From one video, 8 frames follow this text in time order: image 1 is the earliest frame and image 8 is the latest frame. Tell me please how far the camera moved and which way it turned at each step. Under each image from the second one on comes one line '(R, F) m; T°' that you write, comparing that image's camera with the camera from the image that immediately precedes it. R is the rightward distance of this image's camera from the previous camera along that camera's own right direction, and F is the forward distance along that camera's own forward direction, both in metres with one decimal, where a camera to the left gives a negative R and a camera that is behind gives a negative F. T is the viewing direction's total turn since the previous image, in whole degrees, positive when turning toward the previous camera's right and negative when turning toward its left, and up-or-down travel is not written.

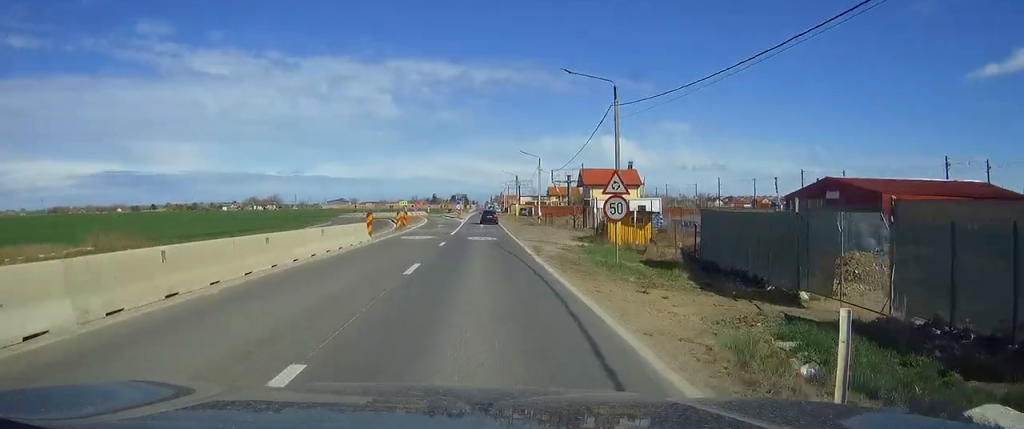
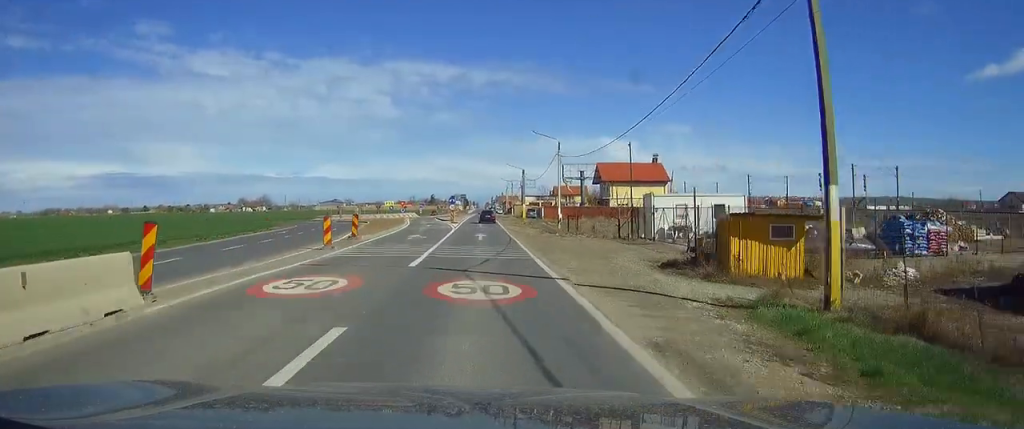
(+0.1, +22.1) m; 0°
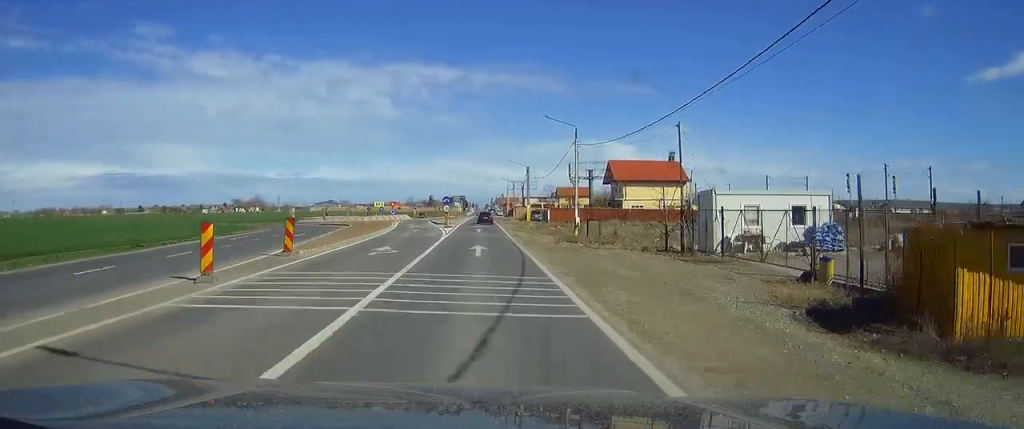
(0.0, +11.8) m; 0°
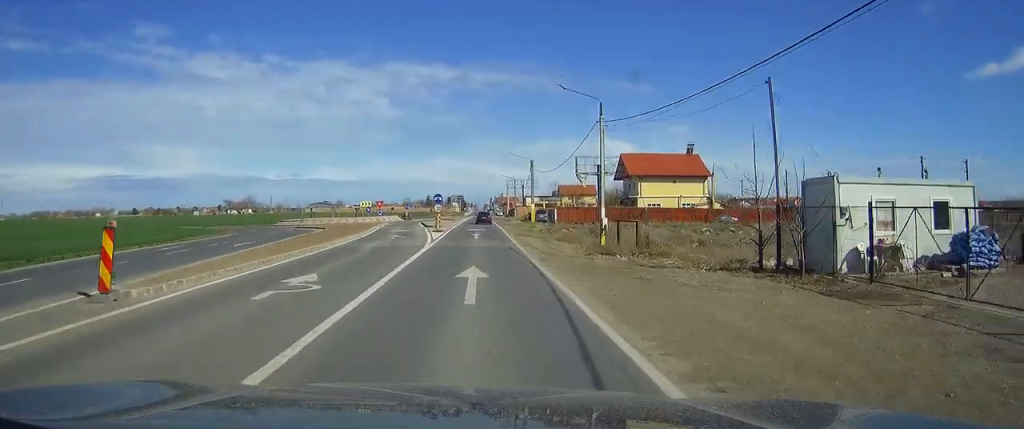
(0.0, +11.8) m; 0°
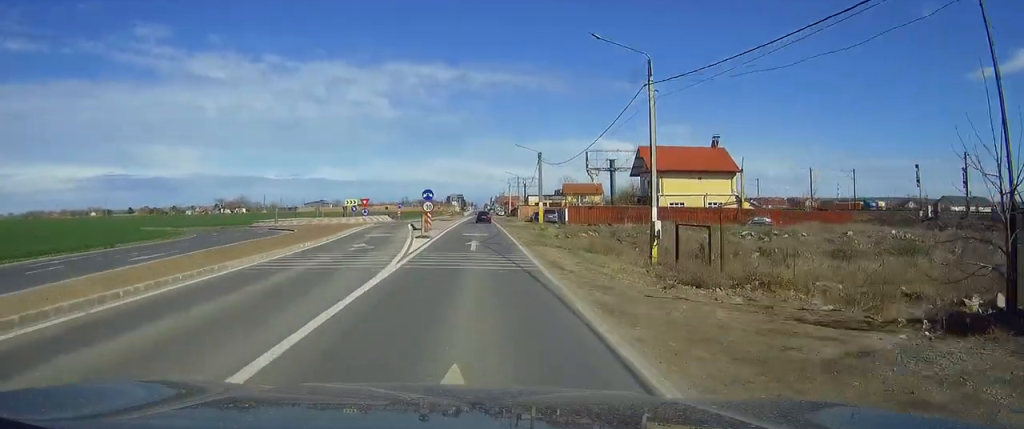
(0.0, +11.8) m; 0°
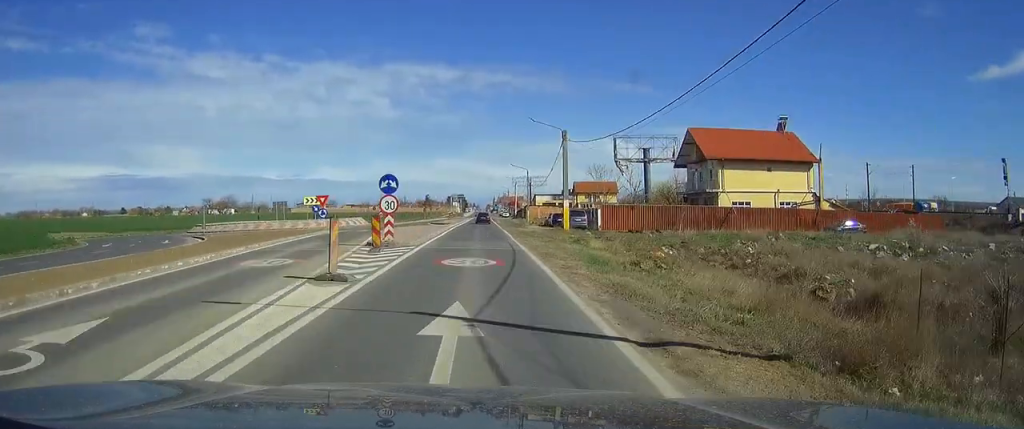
(0.0, +21.9) m; 0°
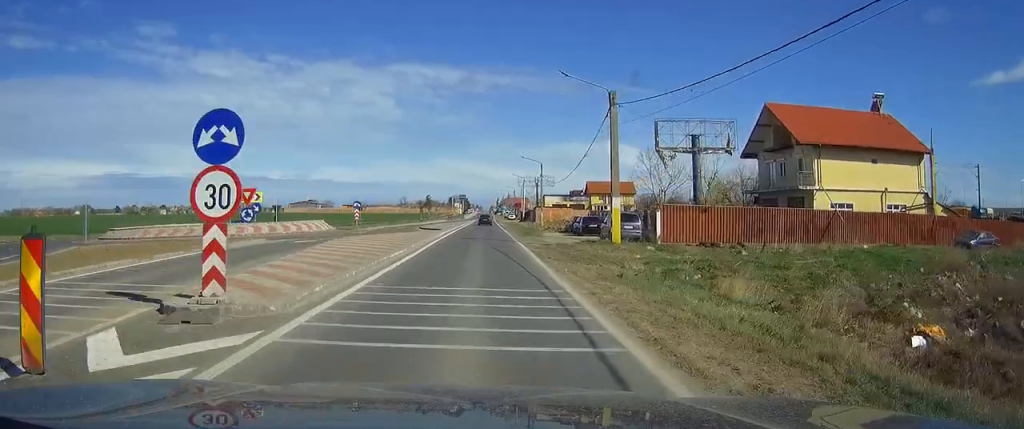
(0.0, +19.5) m; 0°
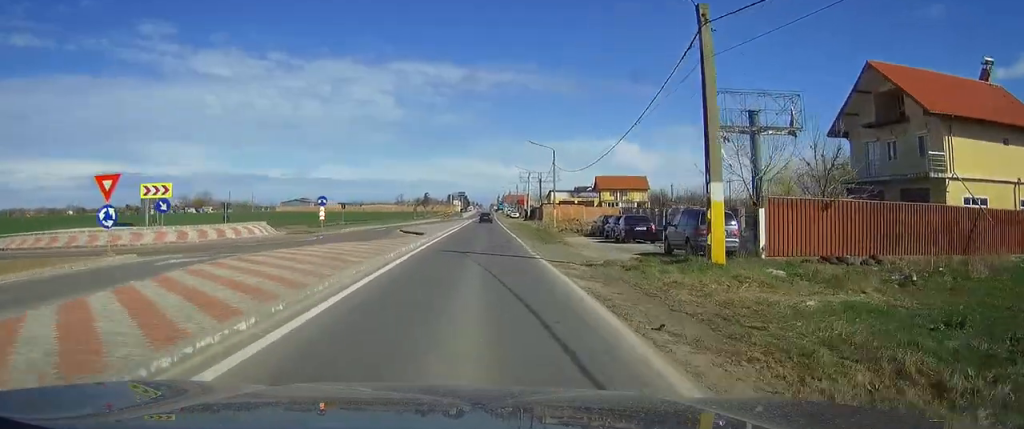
(0.0, +15.6) m; 0°
